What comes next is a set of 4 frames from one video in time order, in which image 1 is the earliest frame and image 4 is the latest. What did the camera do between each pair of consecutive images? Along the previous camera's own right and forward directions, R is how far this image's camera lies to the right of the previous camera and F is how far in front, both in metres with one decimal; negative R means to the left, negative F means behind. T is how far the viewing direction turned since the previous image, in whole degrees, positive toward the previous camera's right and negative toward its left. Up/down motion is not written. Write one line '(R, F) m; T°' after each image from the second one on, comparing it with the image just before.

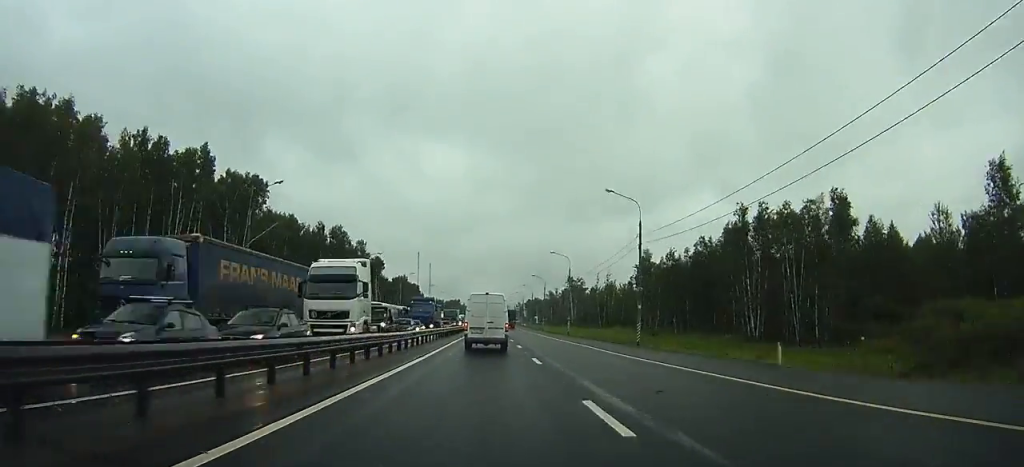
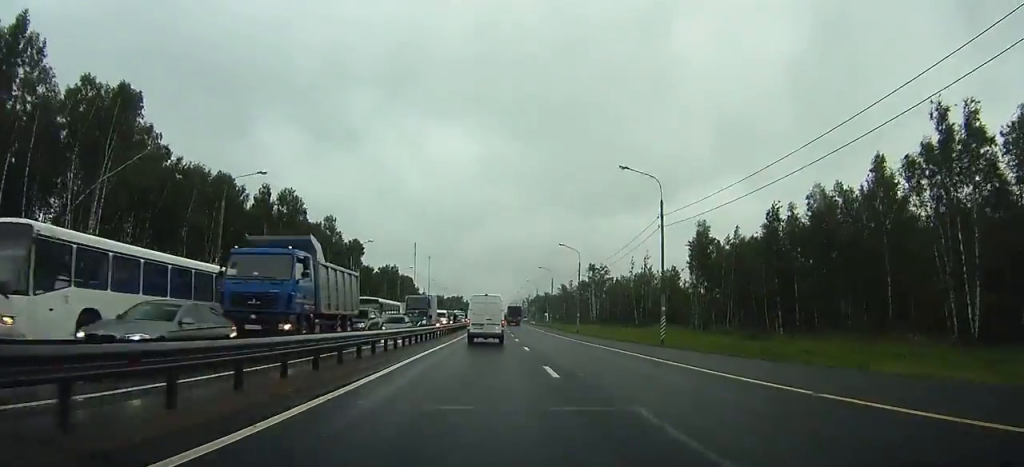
(0.0, +40.4) m; 0°
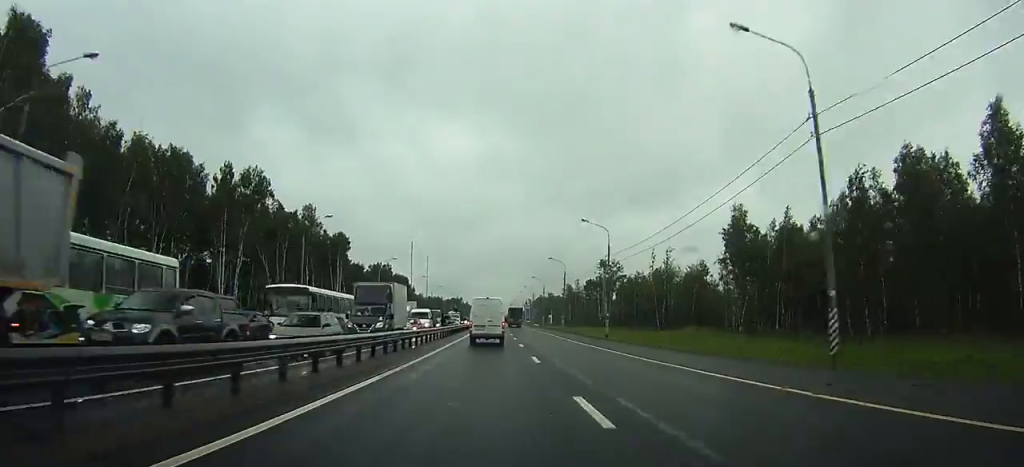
(0.0, +17.9) m; 0°
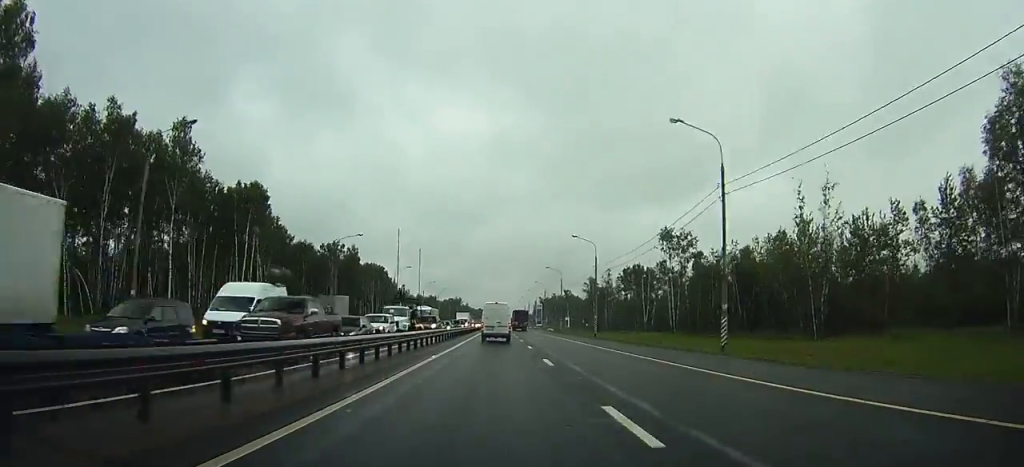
(+0.1, +60.3) m; 0°
